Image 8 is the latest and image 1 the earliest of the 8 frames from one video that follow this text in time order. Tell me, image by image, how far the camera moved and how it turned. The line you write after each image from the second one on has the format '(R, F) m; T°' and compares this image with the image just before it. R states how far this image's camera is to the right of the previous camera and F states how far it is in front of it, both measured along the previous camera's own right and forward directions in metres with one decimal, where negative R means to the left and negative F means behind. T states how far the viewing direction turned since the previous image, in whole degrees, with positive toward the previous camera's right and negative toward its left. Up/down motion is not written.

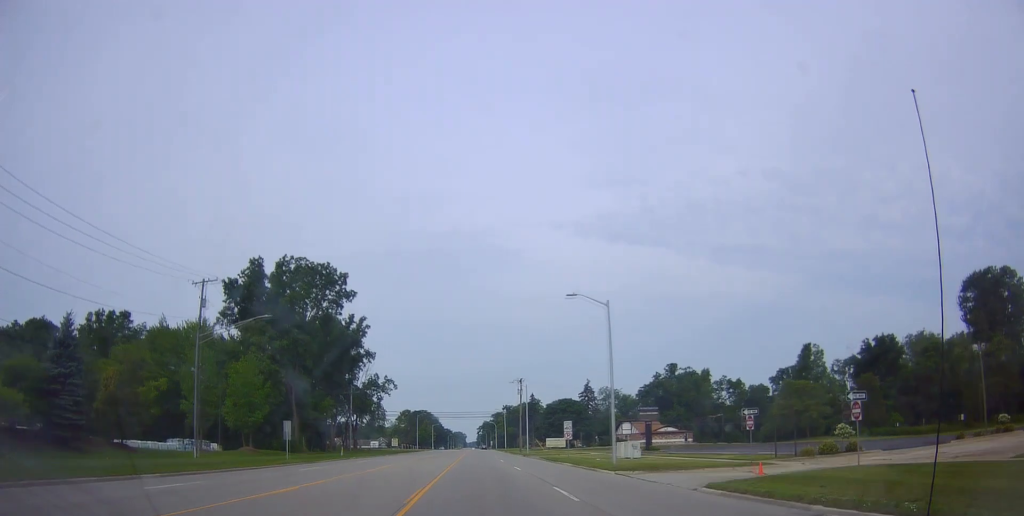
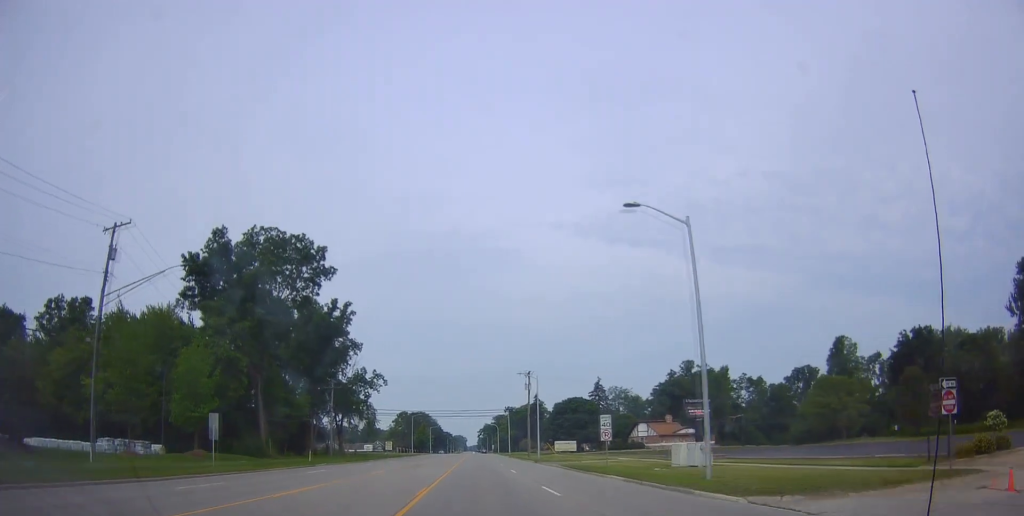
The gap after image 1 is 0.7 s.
(+0.3, +13.3) m; +1°
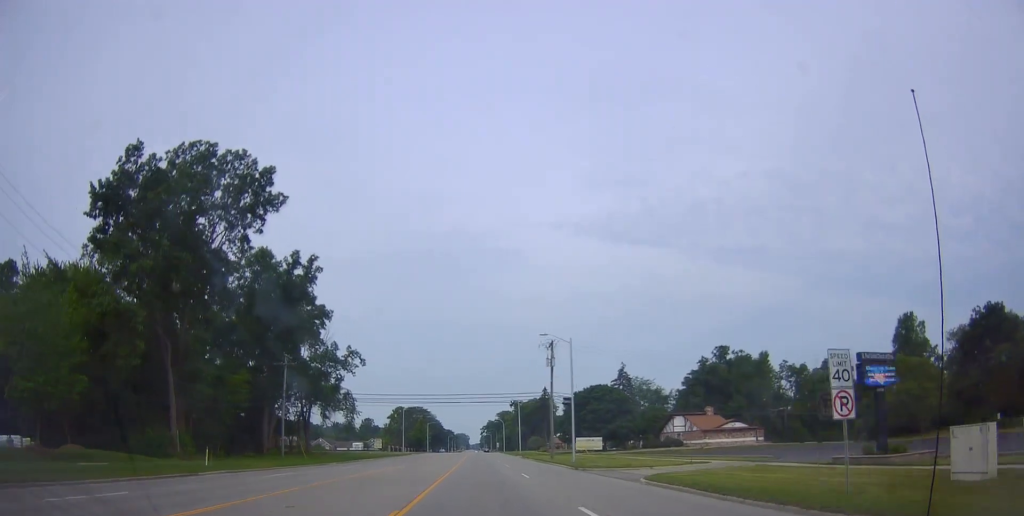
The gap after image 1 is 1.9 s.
(+0.1, +21.8) m; 0°
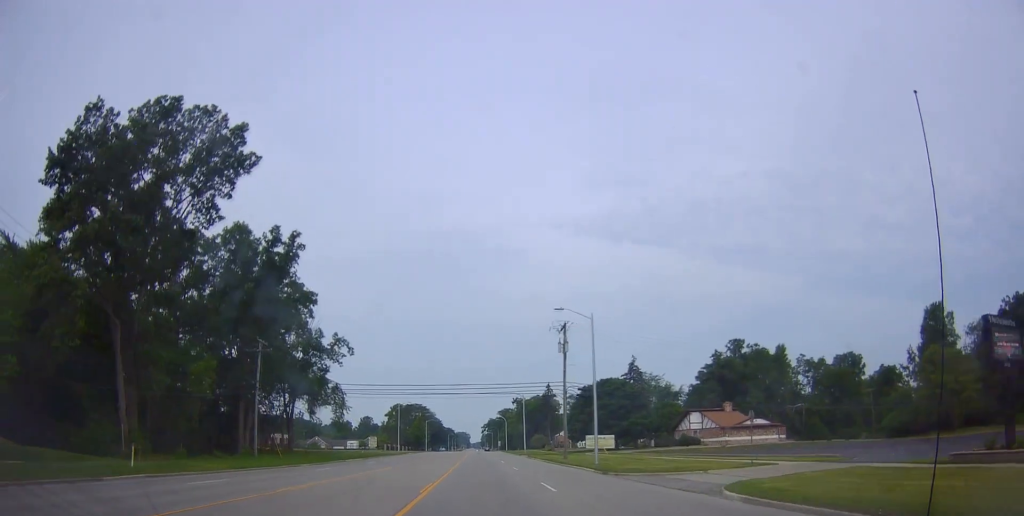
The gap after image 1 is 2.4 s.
(0.0, +8.0) m; 0°
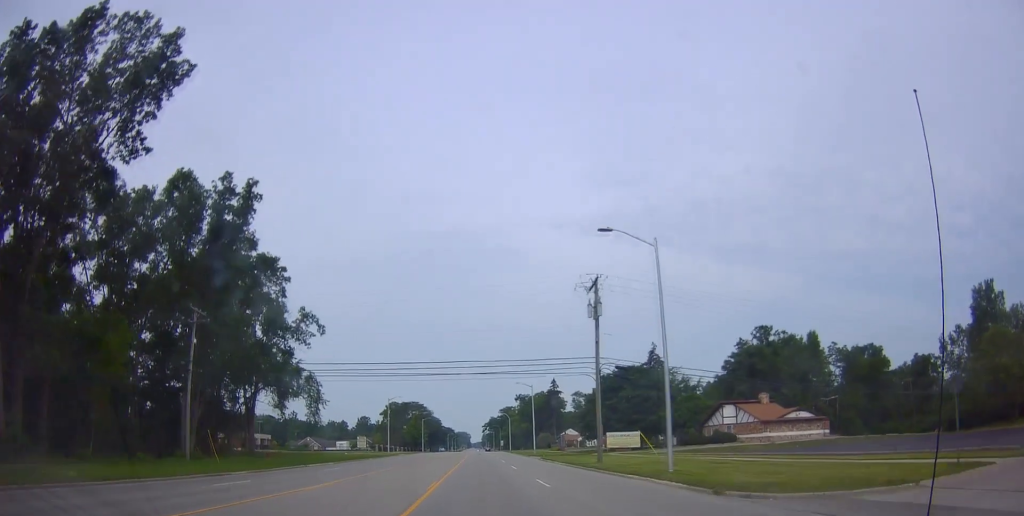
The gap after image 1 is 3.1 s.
(0.0, +13.6) m; 0°
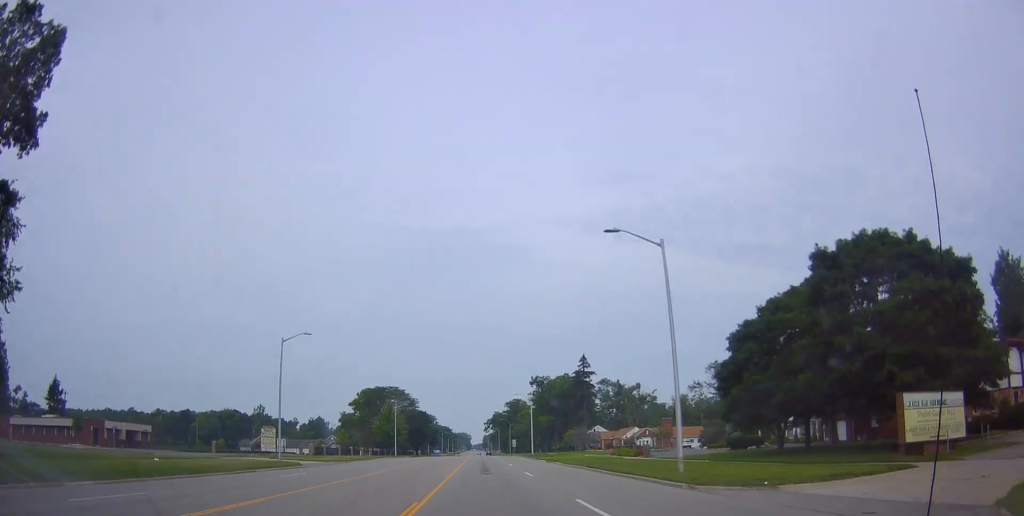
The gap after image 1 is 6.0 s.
(-0.7, +53.9) m; 0°
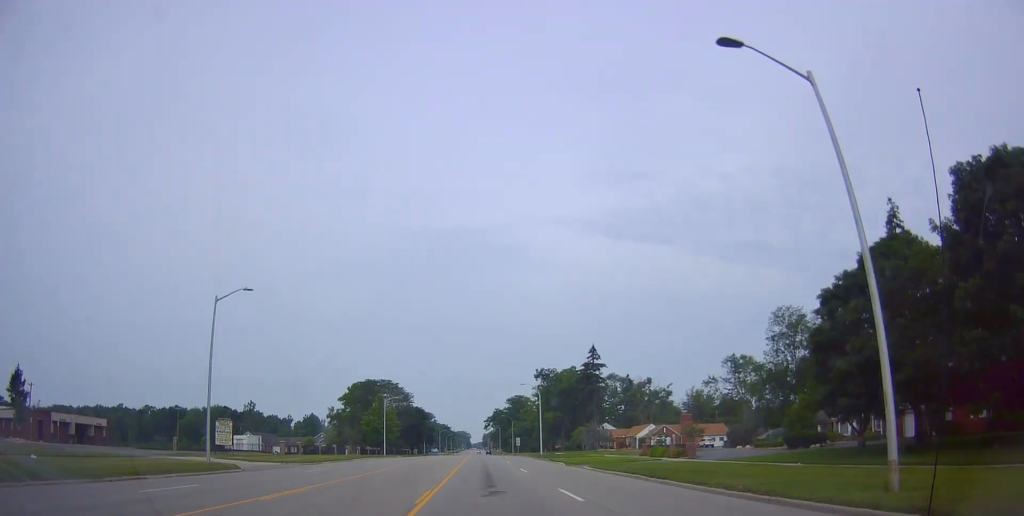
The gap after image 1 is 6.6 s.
(0.0, +12.1) m; -1°
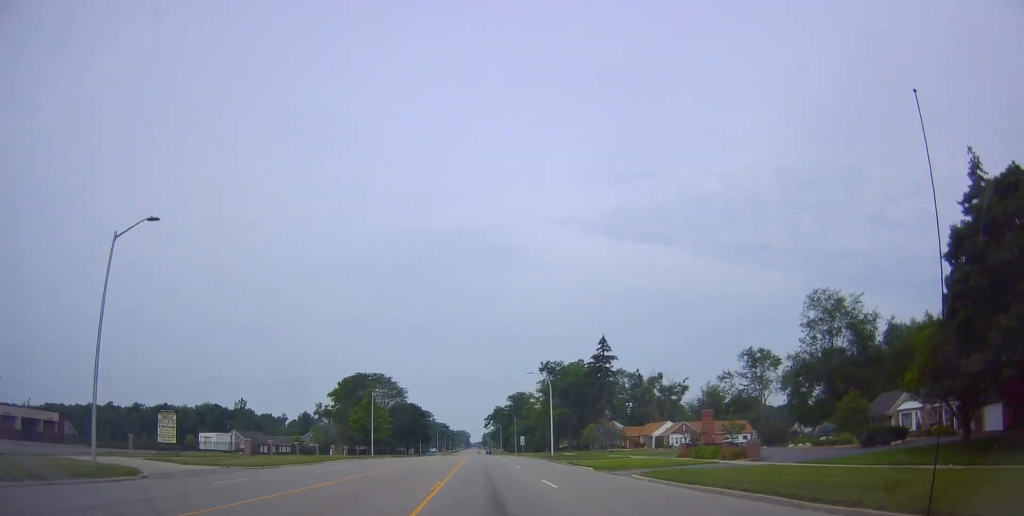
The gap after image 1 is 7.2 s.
(-0.1, +10.9) m; -1°
